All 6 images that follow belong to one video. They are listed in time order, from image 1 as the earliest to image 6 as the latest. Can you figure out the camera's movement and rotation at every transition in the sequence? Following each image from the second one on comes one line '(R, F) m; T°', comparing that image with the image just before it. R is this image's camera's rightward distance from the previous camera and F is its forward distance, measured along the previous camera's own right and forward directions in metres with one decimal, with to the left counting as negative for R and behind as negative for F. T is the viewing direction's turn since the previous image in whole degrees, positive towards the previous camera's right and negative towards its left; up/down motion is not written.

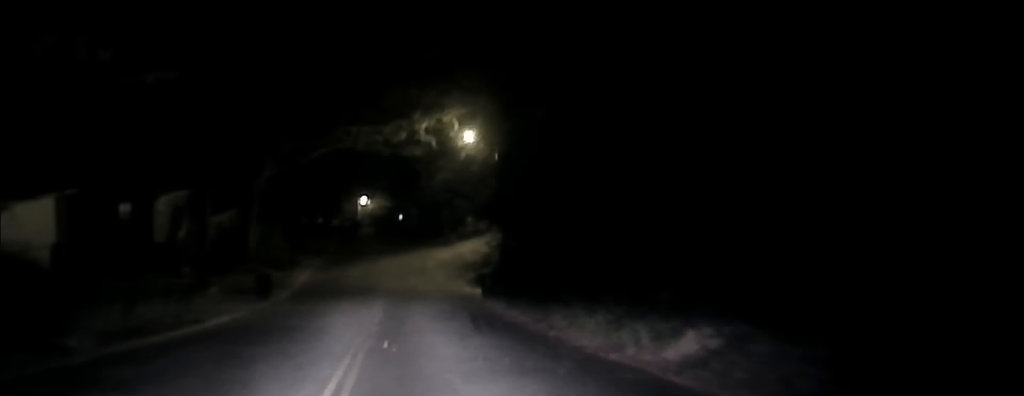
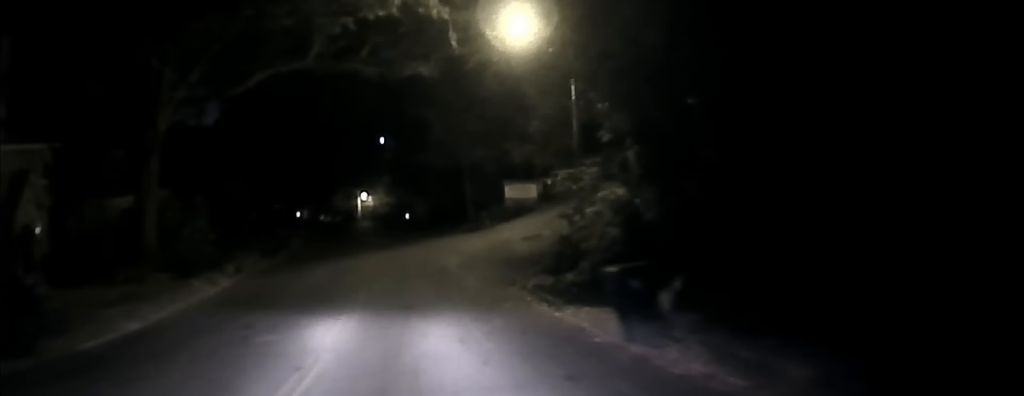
(+0.5, +20.1) m; +2°
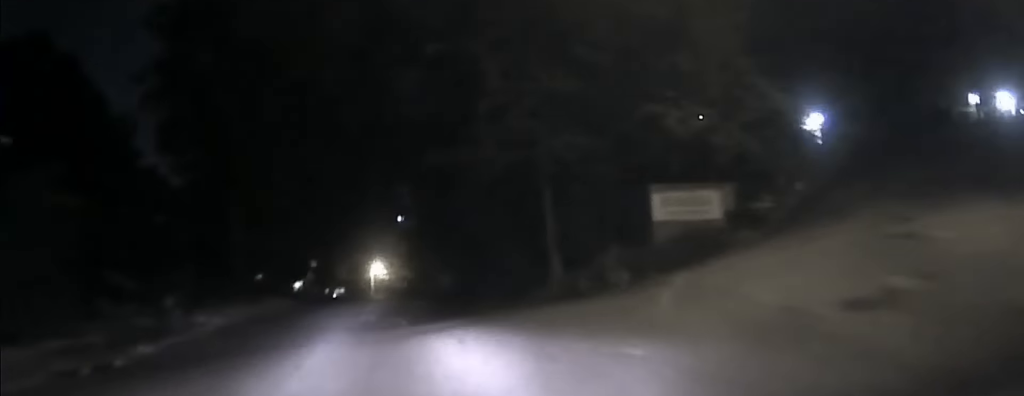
(-0.4, +23.5) m; -3°
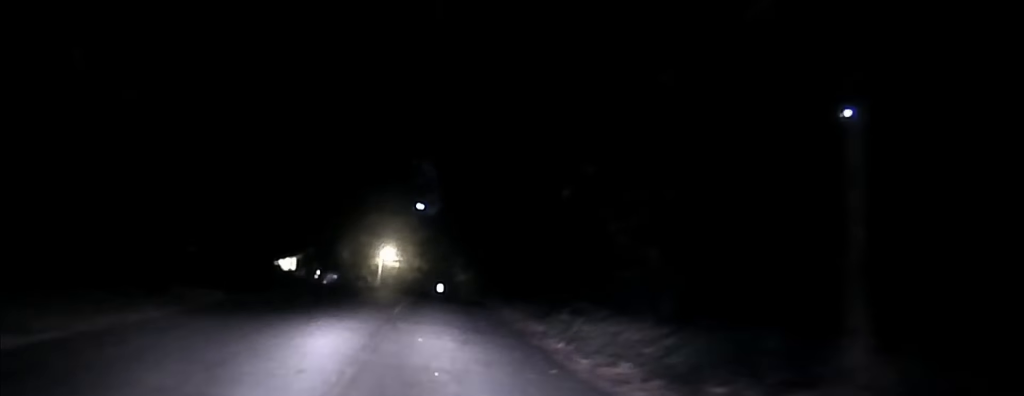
(-0.3, +18.7) m; -2°
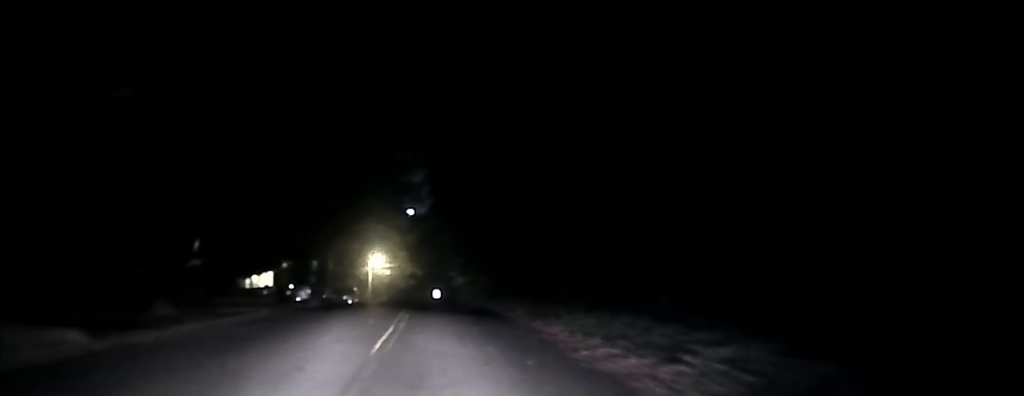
(0.0, +12.1) m; -1°
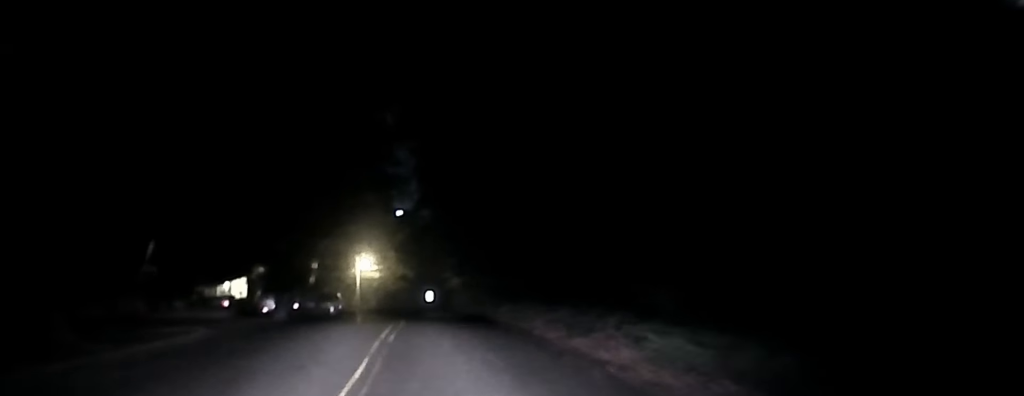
(-0.2, +9.3) m; 0°
